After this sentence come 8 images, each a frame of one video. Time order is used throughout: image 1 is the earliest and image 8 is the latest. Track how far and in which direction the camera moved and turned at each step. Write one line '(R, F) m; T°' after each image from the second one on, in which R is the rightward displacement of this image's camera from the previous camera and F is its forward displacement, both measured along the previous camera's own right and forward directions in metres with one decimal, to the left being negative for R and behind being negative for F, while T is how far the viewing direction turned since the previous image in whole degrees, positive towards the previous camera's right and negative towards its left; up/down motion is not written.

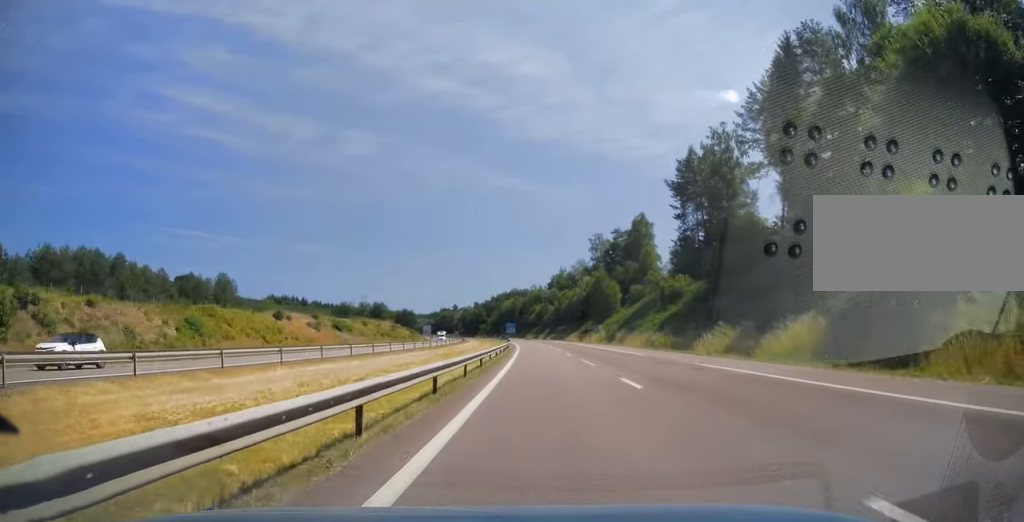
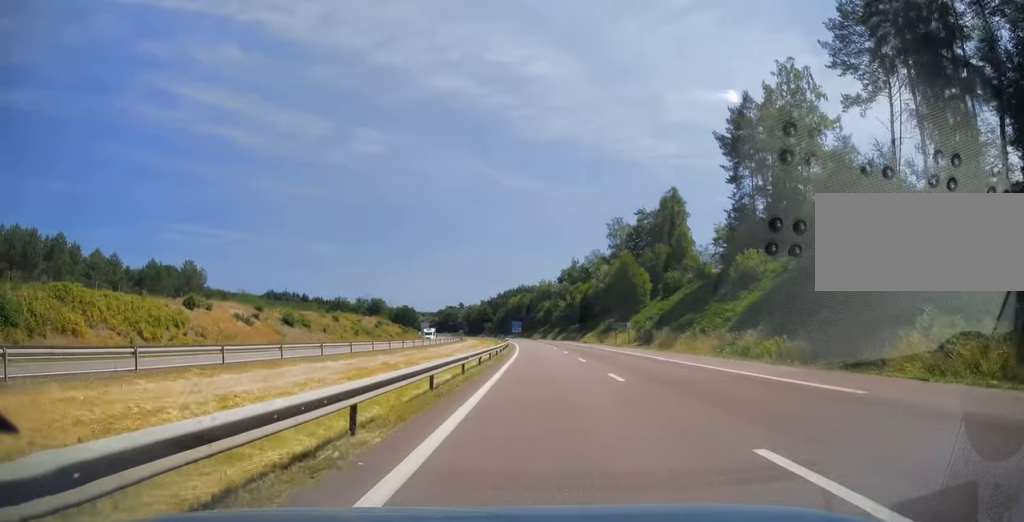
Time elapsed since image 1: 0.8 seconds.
(-0.1, +24.2) m; 0°
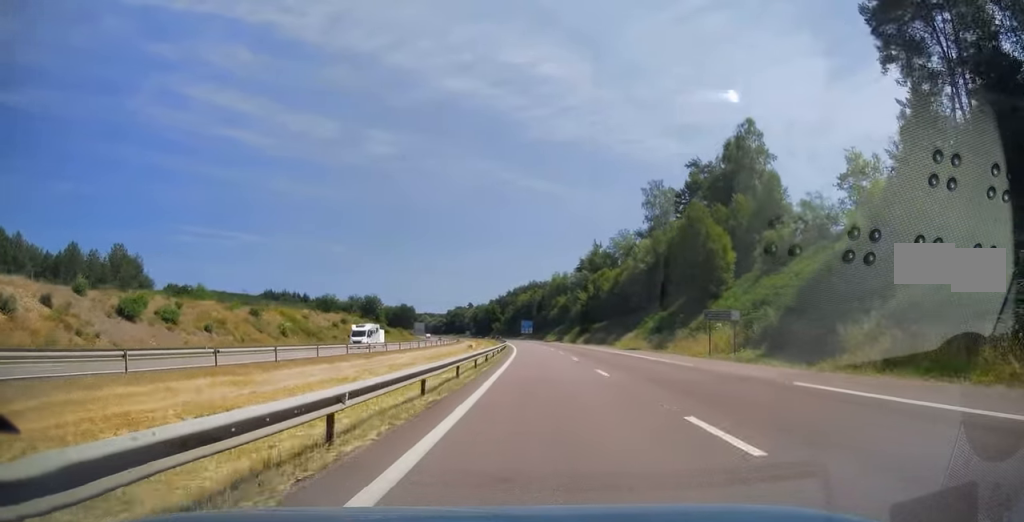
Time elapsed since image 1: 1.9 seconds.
(0.0, +36.9) m; -1°
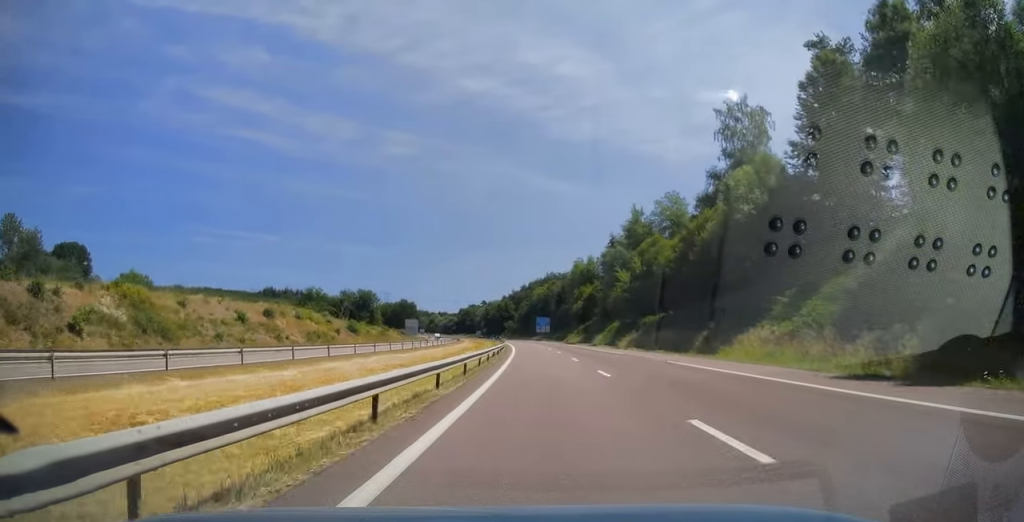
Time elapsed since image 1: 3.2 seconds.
(-0.9, +40.1) m; -2°
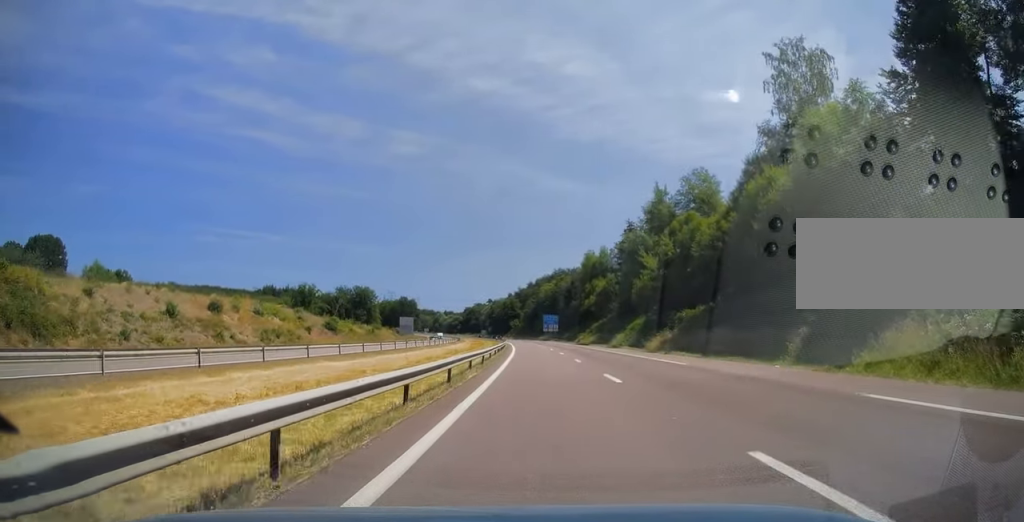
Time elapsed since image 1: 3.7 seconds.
(0.0, +15.8) m; -1°
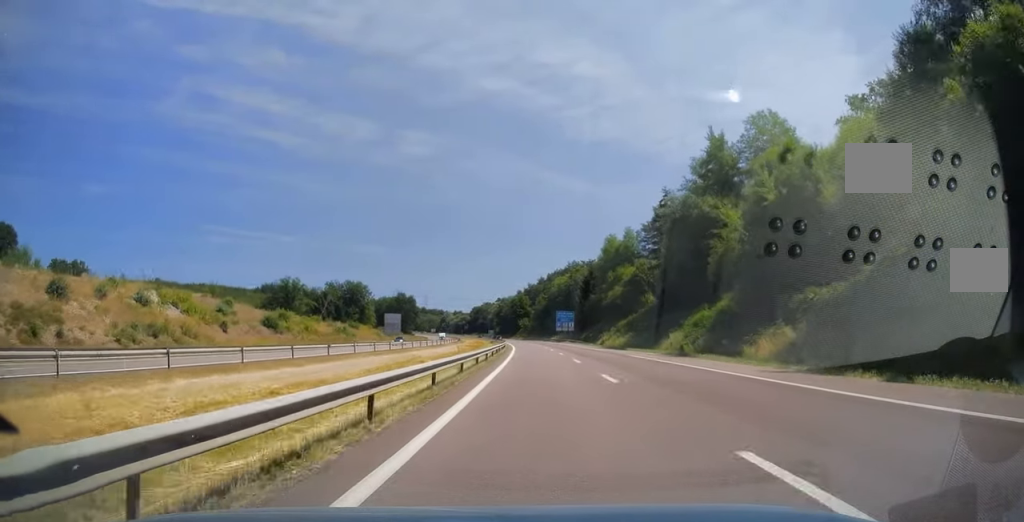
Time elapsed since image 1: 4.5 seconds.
(-0.2, +26.4) m; -1°
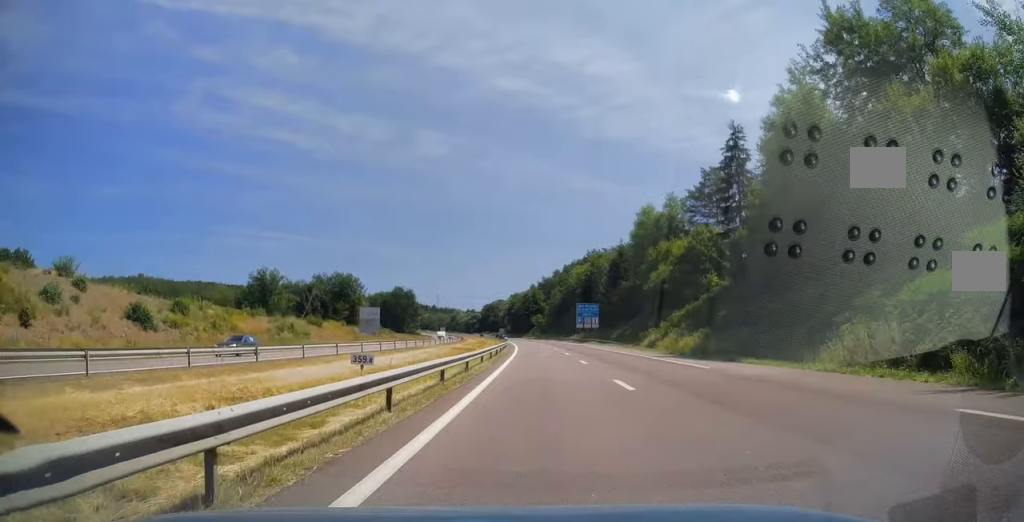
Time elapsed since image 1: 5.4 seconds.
(-0.6, +29.0) m; -1°
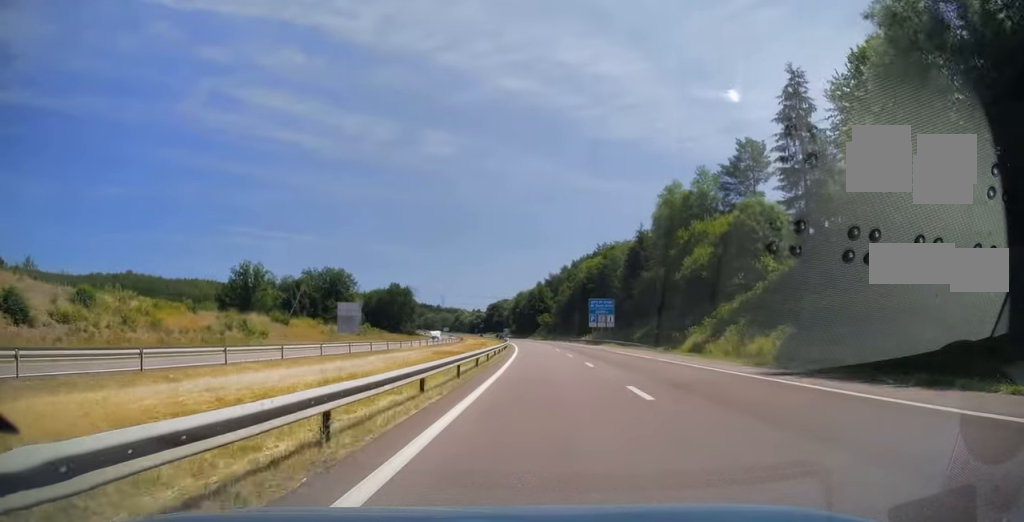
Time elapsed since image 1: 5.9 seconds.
(0.0, +15.3) m; 0°
